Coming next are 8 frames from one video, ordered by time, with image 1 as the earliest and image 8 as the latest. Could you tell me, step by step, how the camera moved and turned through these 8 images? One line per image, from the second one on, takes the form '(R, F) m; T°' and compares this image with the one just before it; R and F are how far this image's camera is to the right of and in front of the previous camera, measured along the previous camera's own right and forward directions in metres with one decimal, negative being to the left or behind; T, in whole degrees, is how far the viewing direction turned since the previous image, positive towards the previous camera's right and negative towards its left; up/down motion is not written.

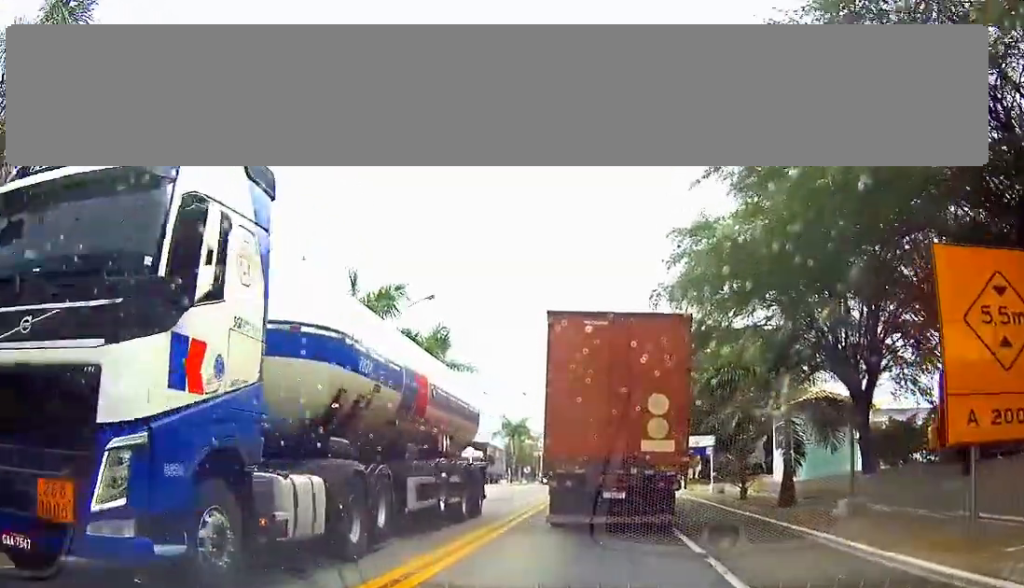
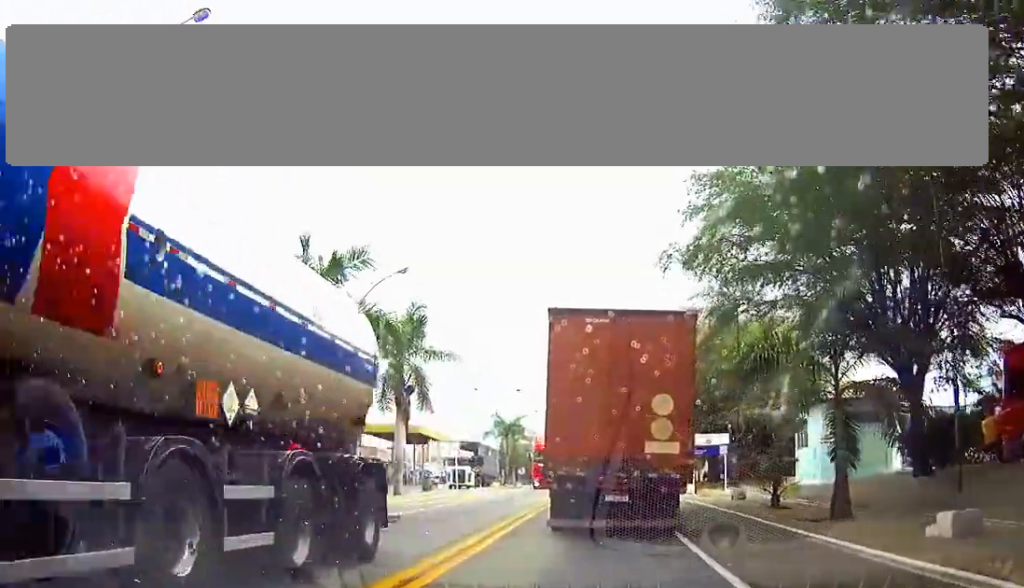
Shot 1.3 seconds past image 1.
(0.0, +4.8) m; +1°
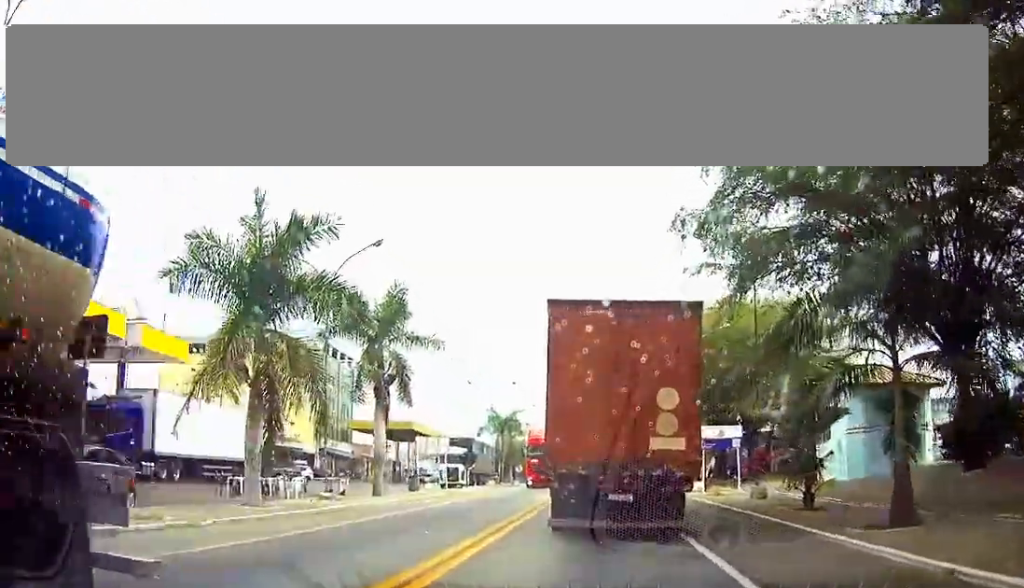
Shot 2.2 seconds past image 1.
(0.0, +3.2) m; 0°
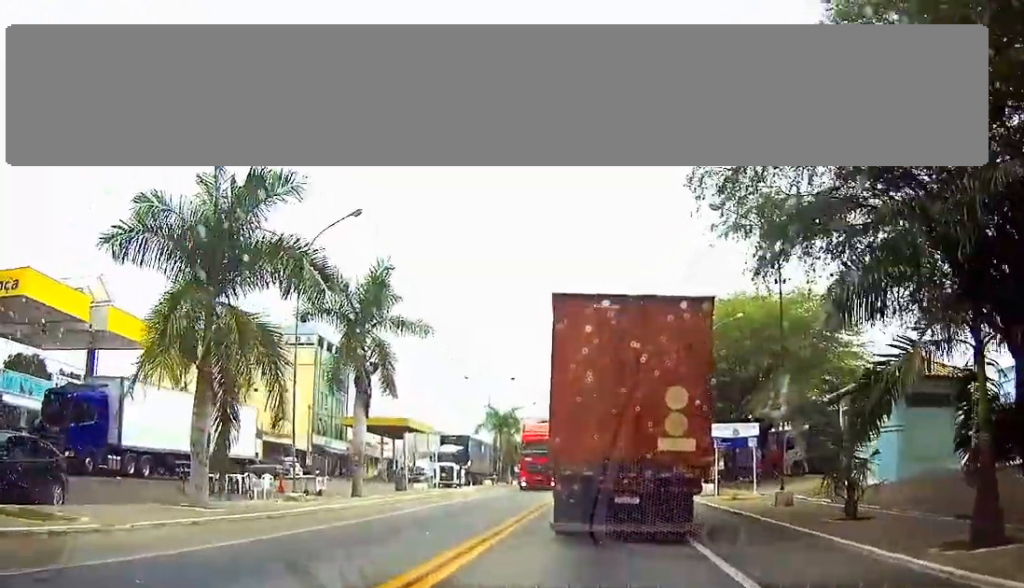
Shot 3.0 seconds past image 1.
(0.0, +3.0) m; 0°
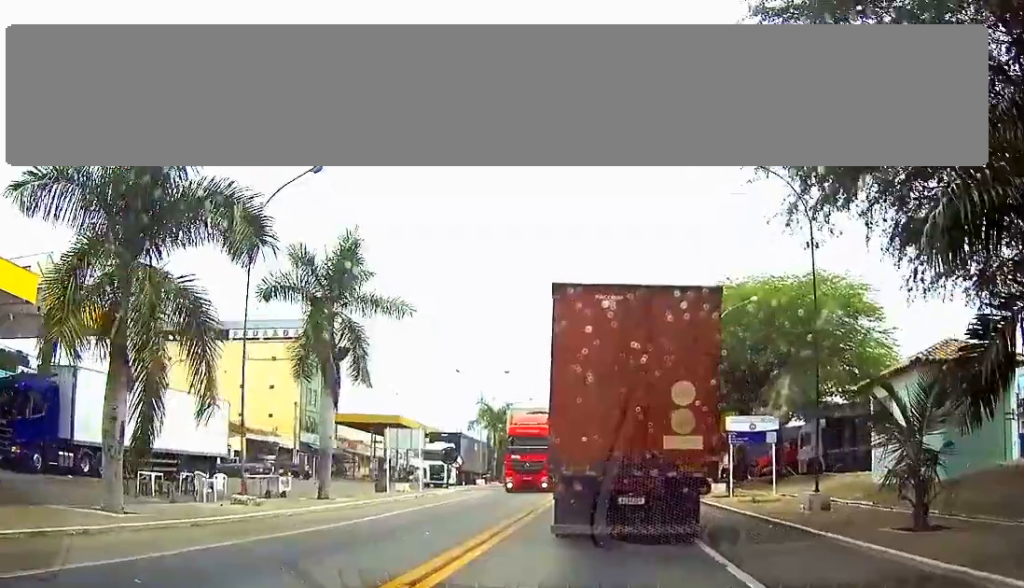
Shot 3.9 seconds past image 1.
(0.0, +3.7) m; 0°
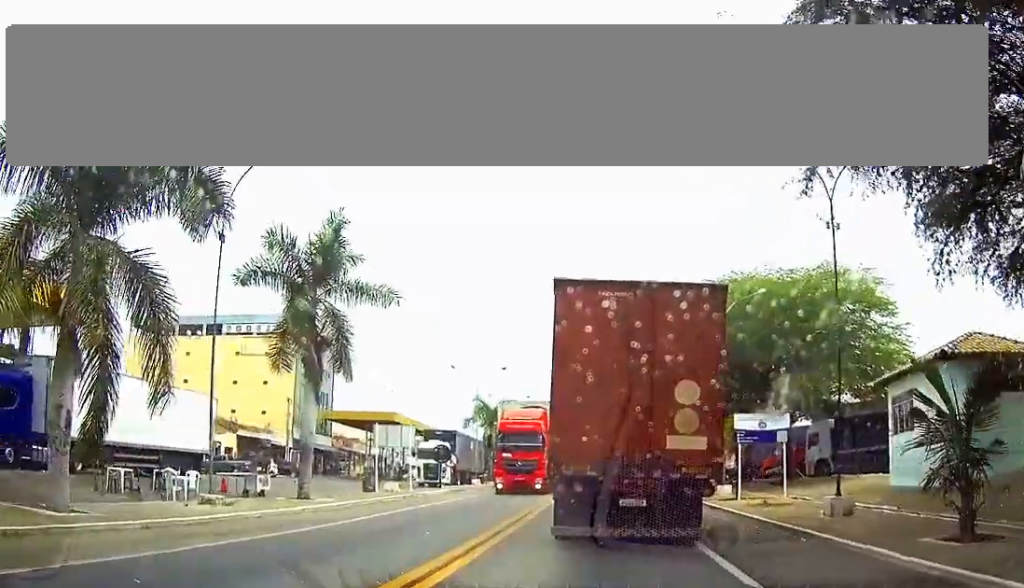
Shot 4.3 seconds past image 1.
(0.0, +1.9) m; 0°
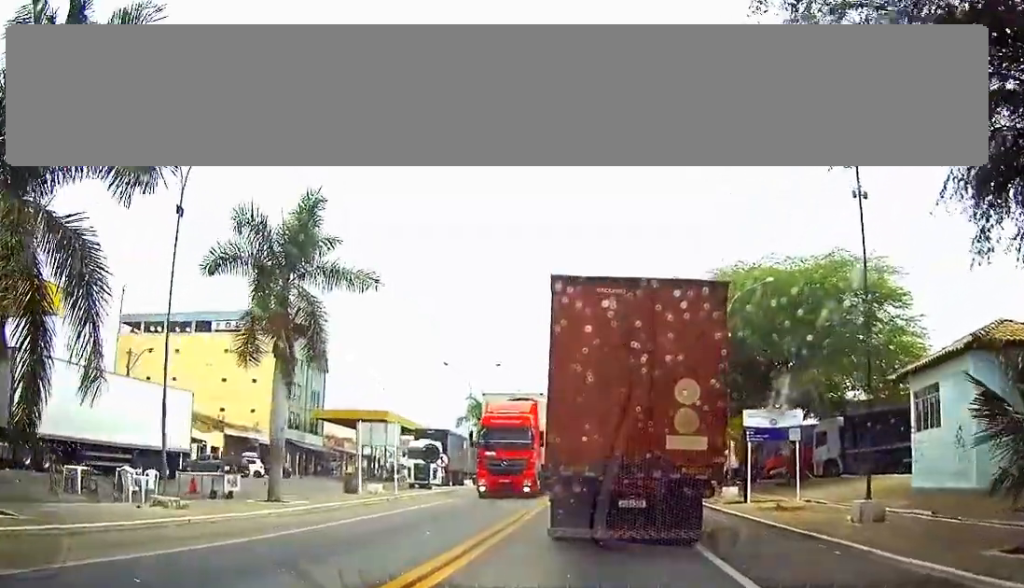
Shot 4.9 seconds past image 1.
(0.0, +2.4) m; 0°
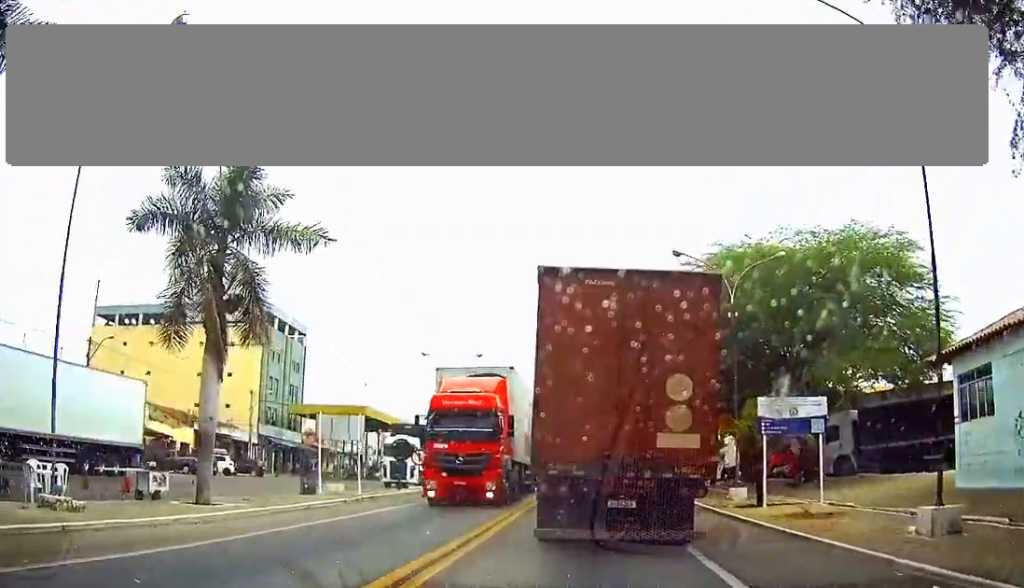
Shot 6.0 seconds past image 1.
(0.0, +4.1) m; 0°
